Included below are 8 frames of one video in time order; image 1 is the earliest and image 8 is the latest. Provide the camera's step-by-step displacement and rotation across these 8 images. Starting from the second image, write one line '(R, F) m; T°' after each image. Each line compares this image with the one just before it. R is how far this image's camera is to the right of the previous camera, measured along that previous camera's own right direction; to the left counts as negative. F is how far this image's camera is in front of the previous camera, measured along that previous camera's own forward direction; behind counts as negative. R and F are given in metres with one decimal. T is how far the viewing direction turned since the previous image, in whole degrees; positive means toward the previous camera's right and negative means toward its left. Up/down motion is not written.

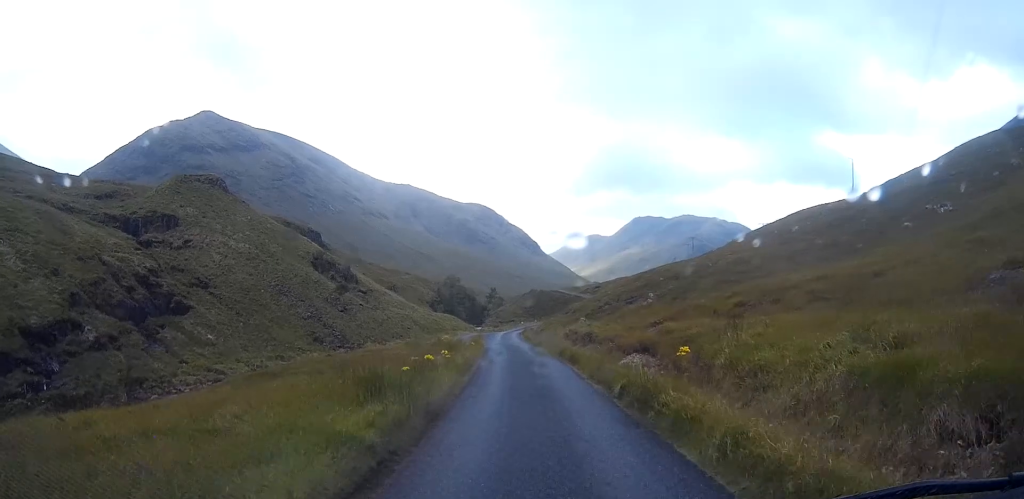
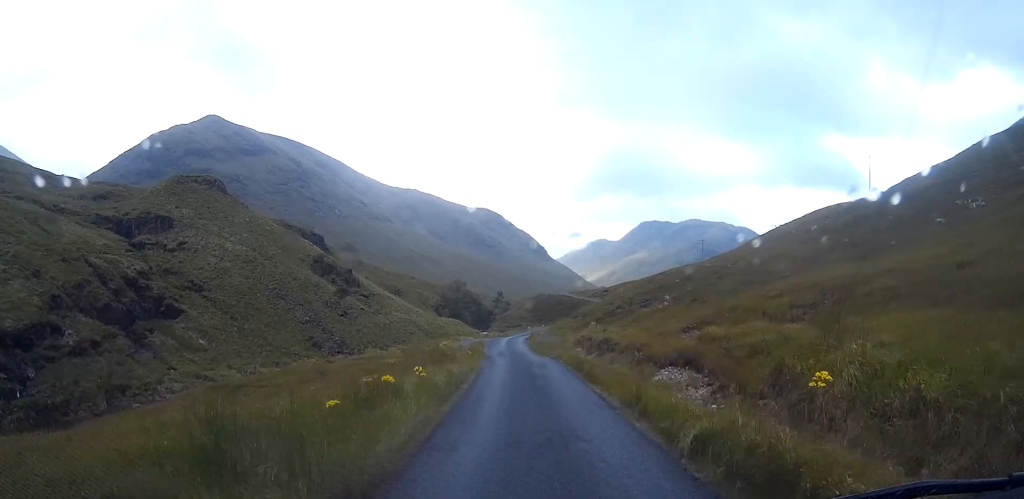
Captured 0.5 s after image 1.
(0.0, +5.2) m; -1°
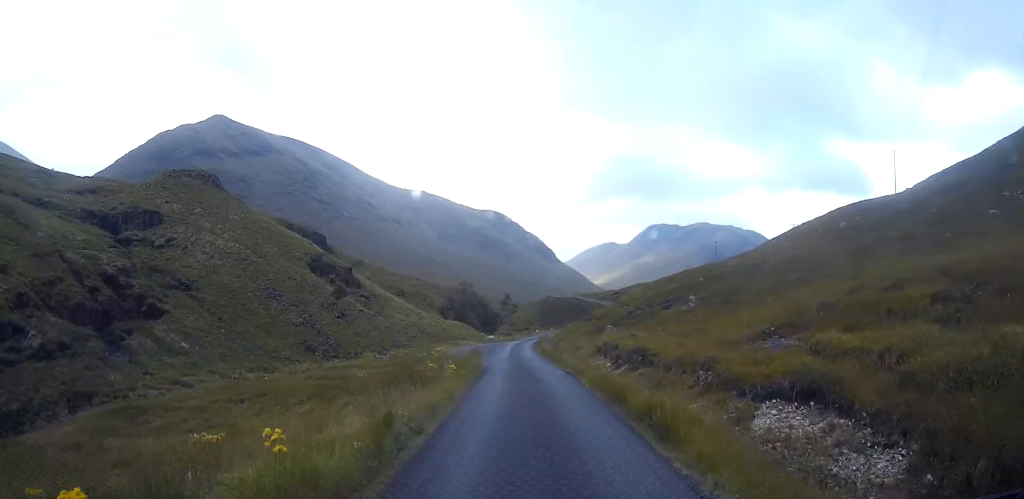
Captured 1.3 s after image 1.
(-0.1, +7.8) m; -1°
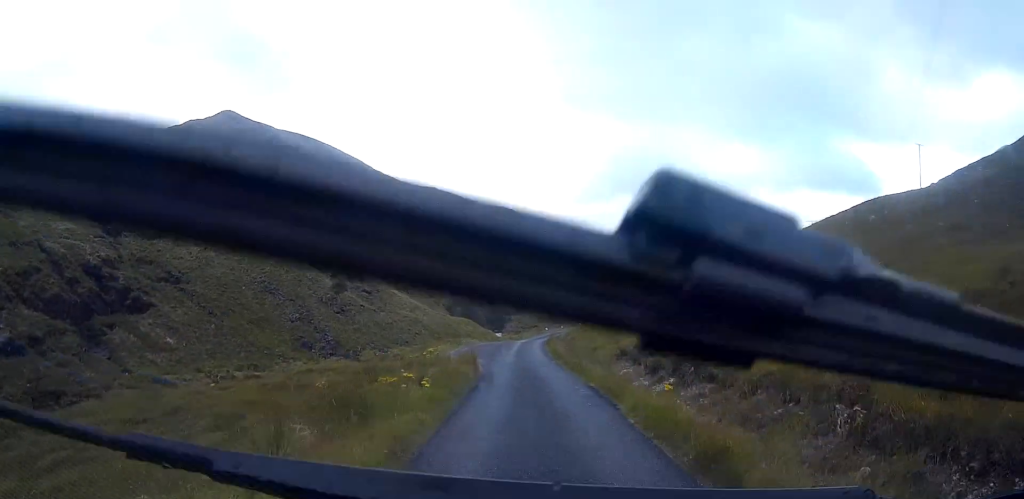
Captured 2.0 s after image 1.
(-0.1, +6.6) m; -1°
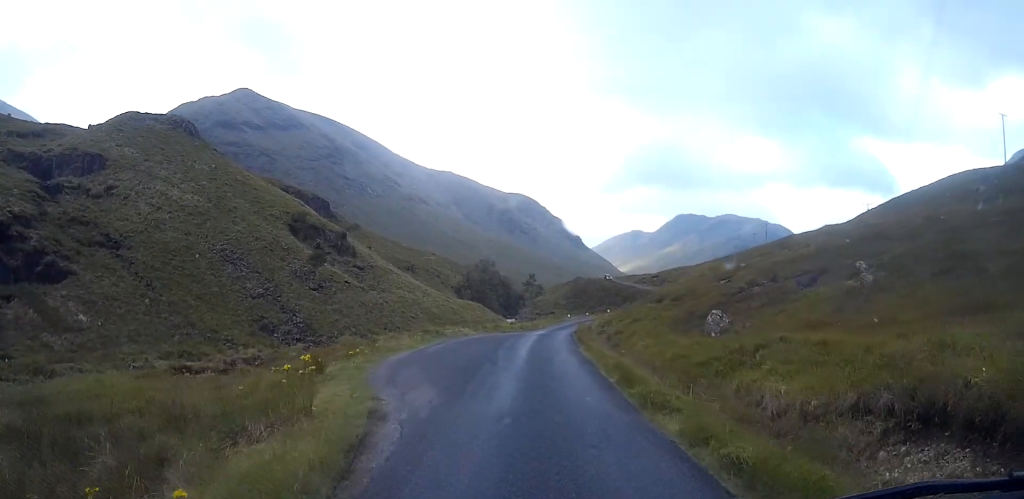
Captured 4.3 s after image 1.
(-0.2, +22.1) m; -1°
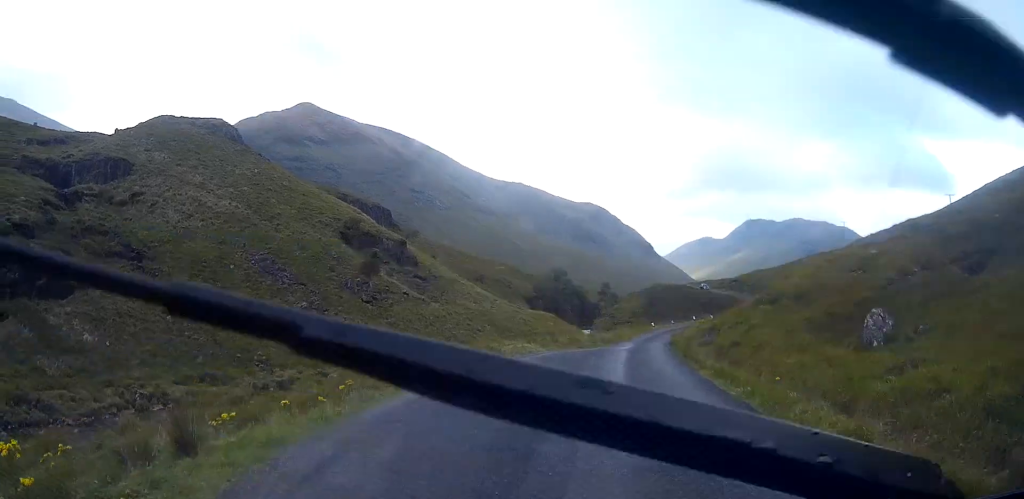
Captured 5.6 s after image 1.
(-0.3, +10.6) m; -5°
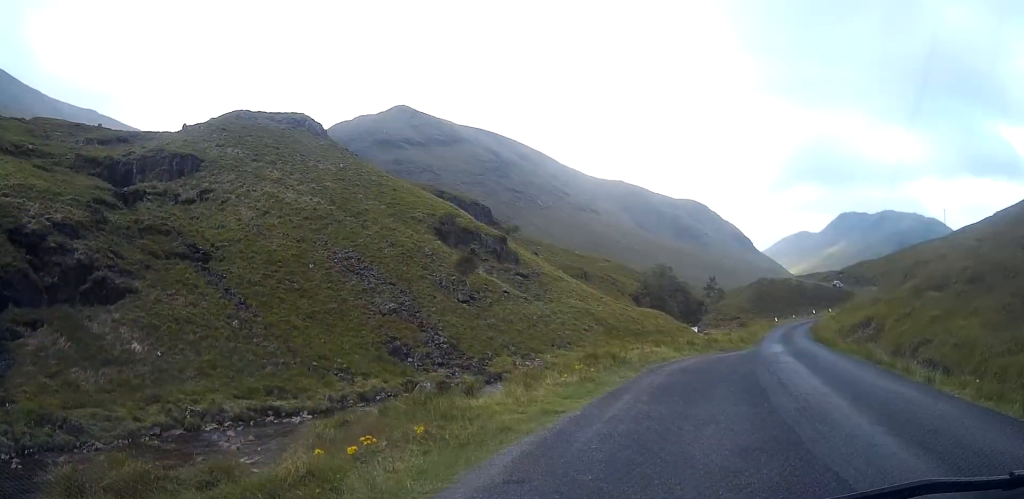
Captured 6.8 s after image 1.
(-0.6, +8.3) m; -6°
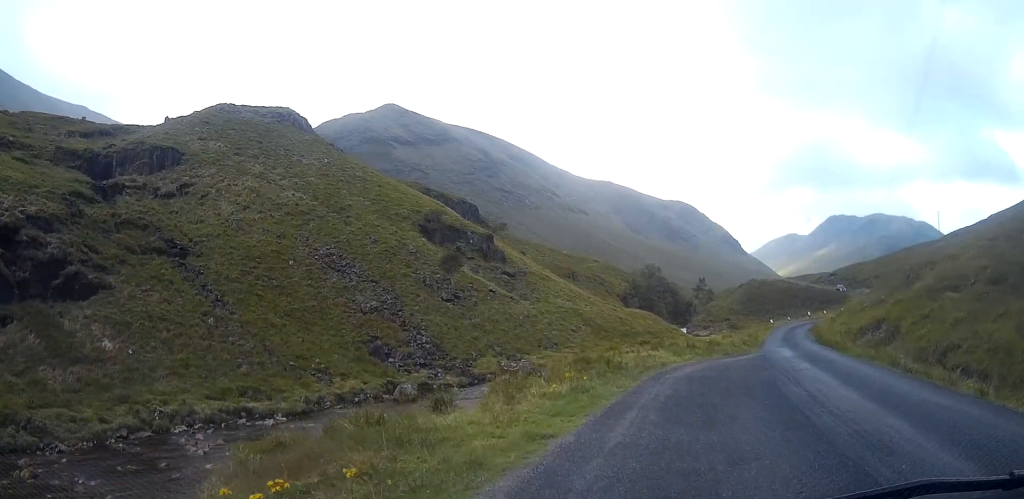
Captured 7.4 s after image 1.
(-0.1, +2.7) m; 0°
